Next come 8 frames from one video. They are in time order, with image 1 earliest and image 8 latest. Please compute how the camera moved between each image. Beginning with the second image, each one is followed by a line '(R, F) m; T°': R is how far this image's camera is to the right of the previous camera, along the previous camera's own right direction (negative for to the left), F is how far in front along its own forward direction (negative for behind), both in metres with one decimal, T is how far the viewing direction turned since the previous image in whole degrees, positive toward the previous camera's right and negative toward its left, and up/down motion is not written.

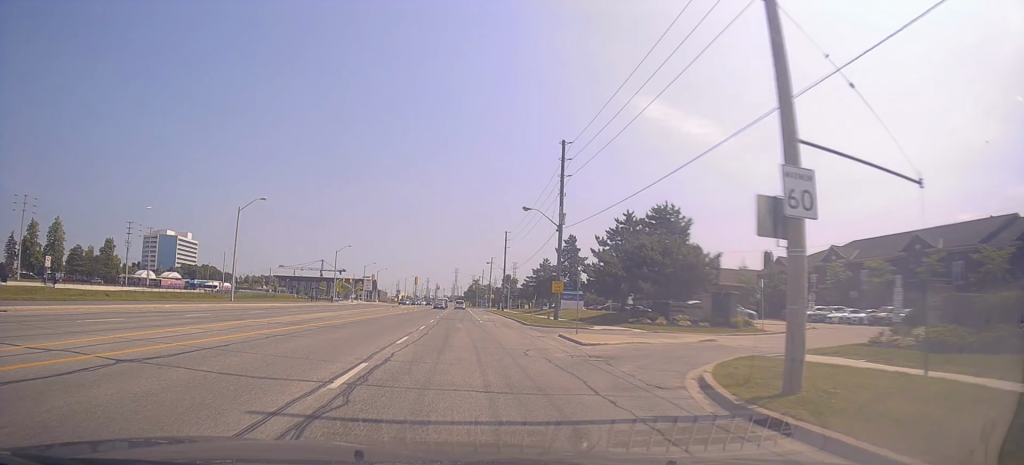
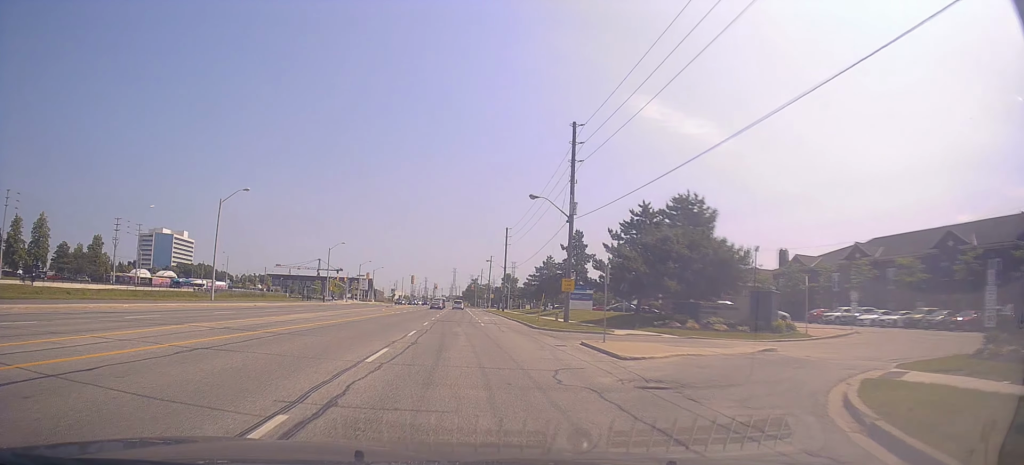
(+0.1, +5.1) m; +1°
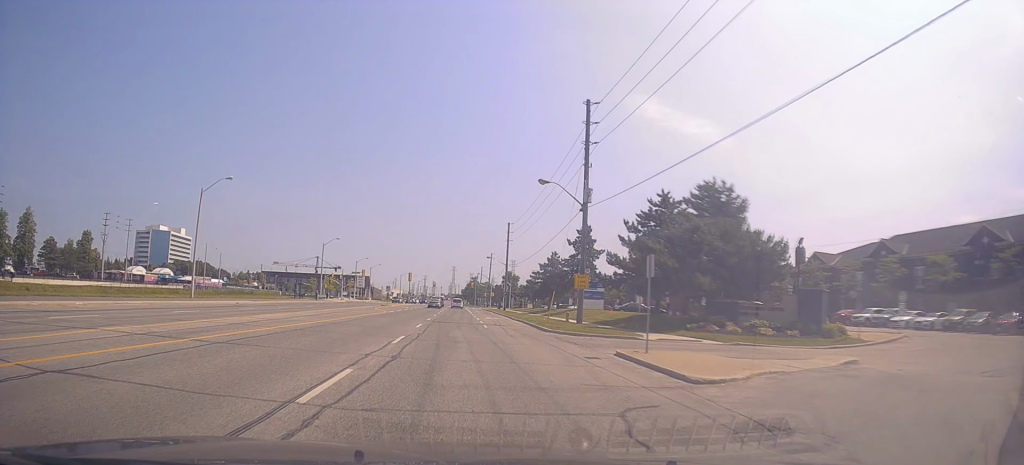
(0.0, +4.6) m; 0°
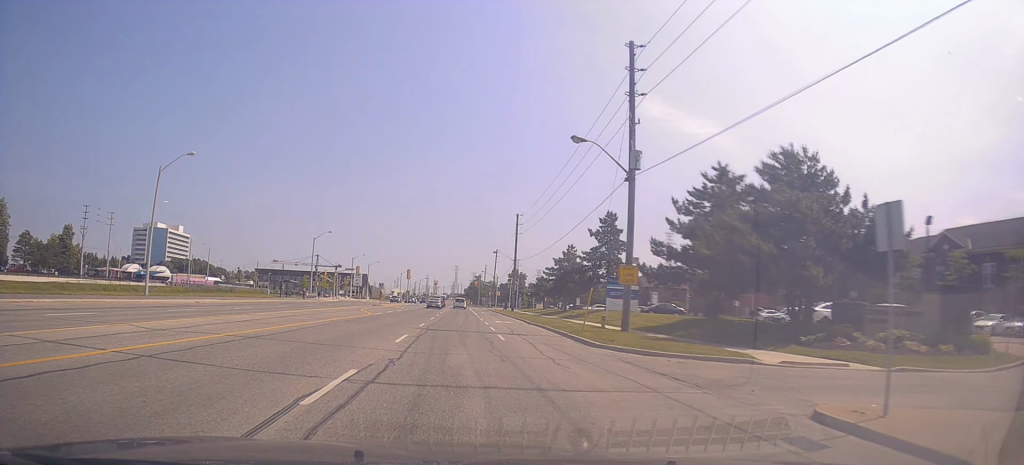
(0.0, +9.2) m; -2°
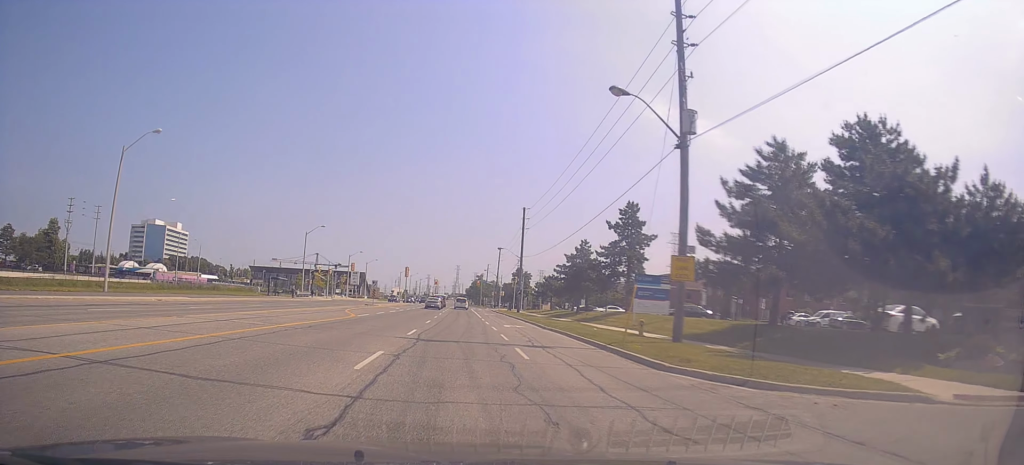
(+0.1, +6.5) m; -2°
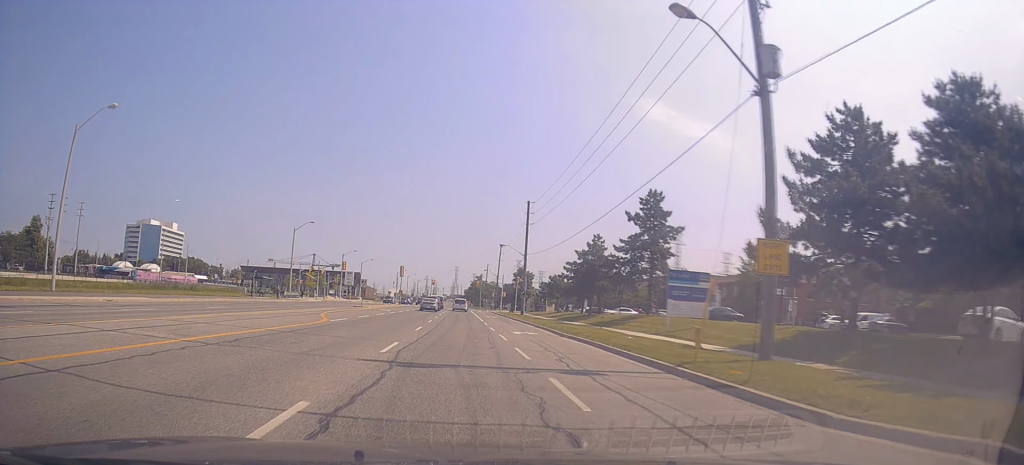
(-0.4, +6.2) m; +1°
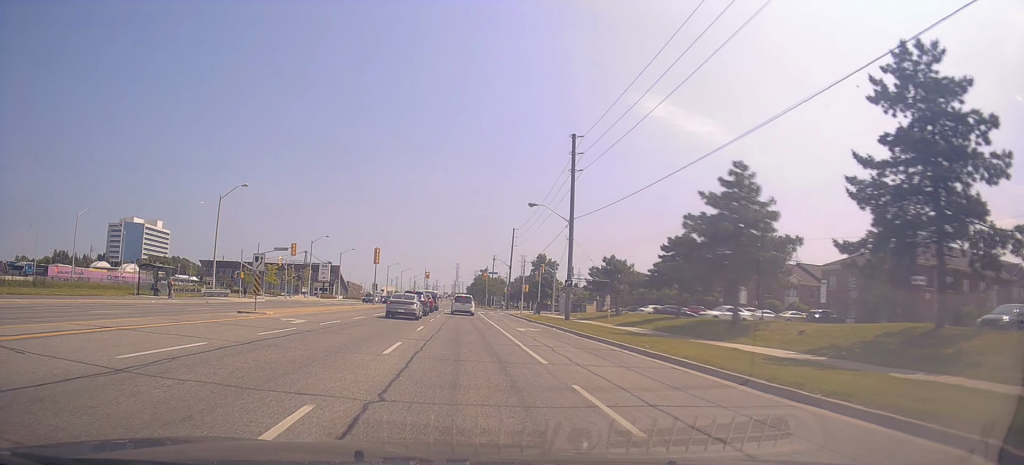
(+0.8, +29.9) m; +2°
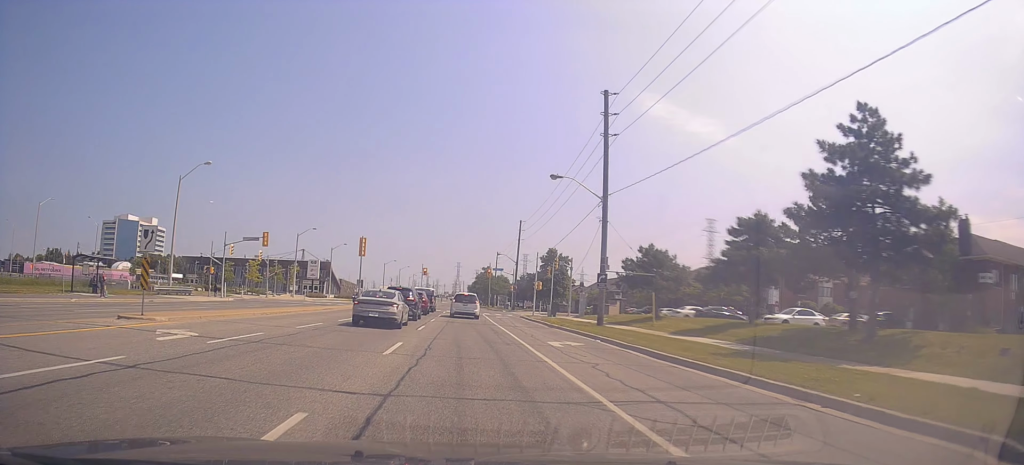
(-0.2, +10.0) m; -3°
